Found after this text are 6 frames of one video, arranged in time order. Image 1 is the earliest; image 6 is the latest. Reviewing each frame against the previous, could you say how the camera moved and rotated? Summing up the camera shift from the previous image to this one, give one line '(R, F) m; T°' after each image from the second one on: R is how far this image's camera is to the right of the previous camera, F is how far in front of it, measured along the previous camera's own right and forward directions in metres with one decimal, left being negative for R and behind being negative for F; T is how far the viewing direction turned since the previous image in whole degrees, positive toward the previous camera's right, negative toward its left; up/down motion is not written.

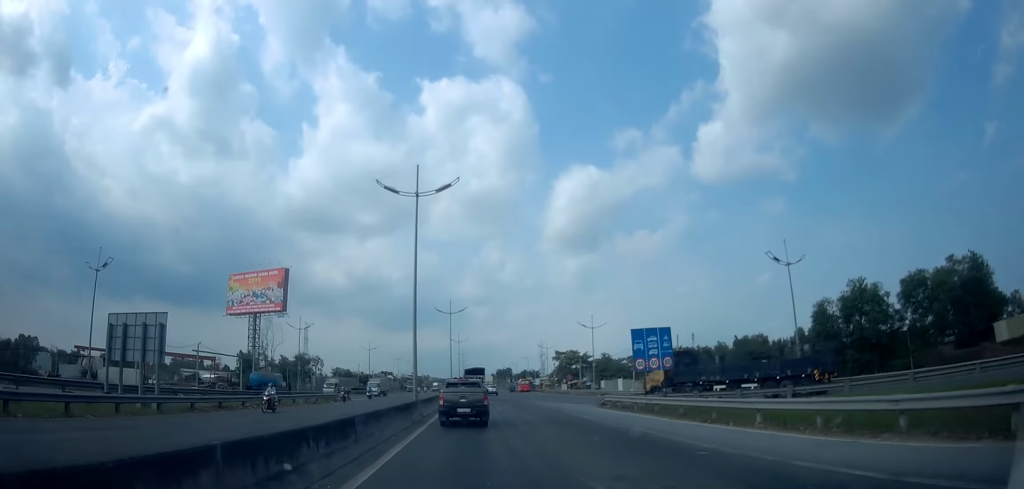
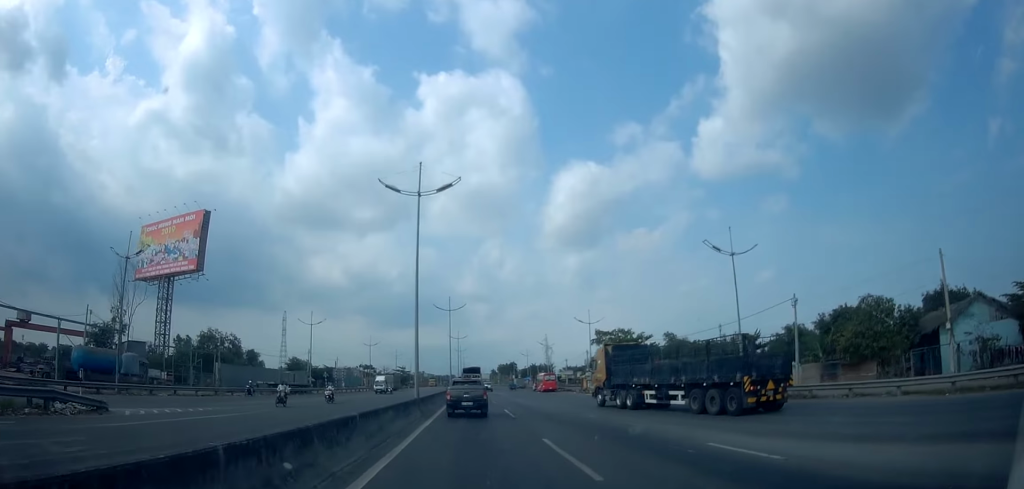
(+1.6, +40.2) m; +1°
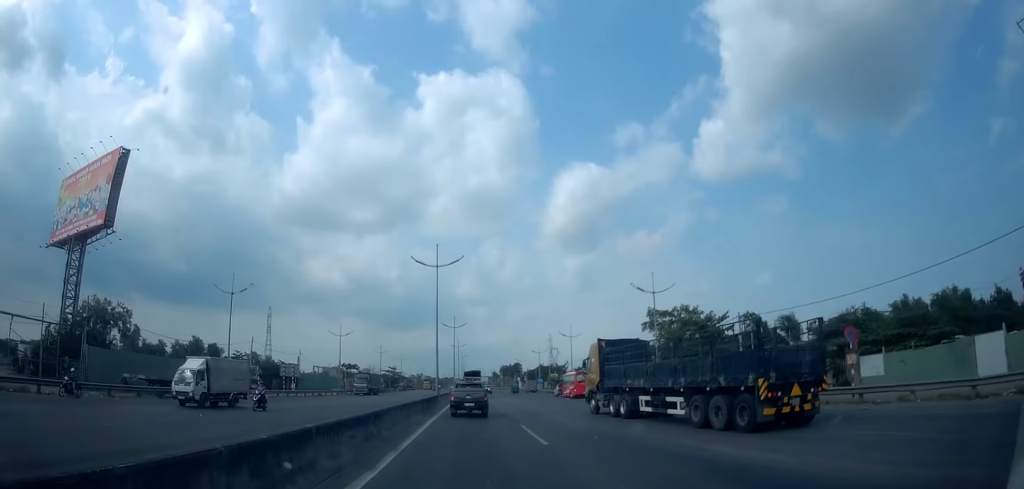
(-0.3, +24.7) m; +2°
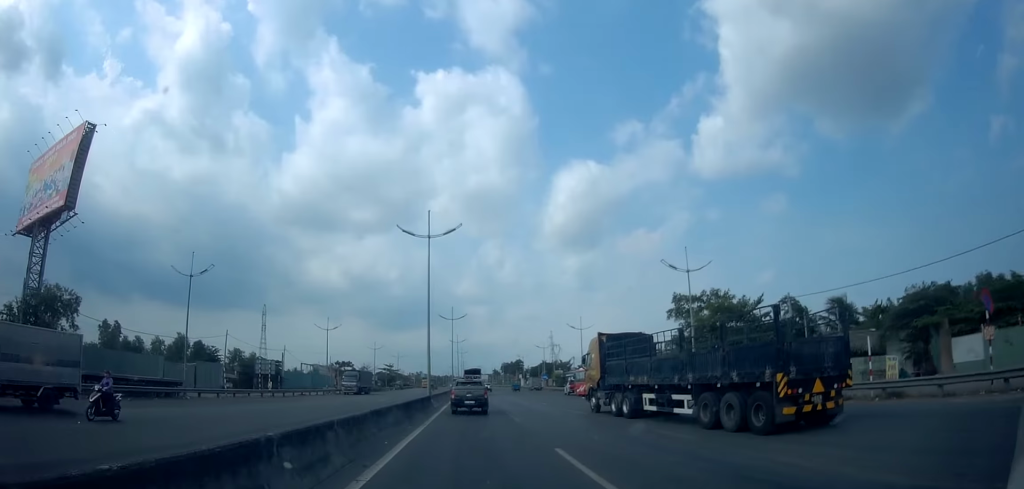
(+0.2, +8.0) m; 0°
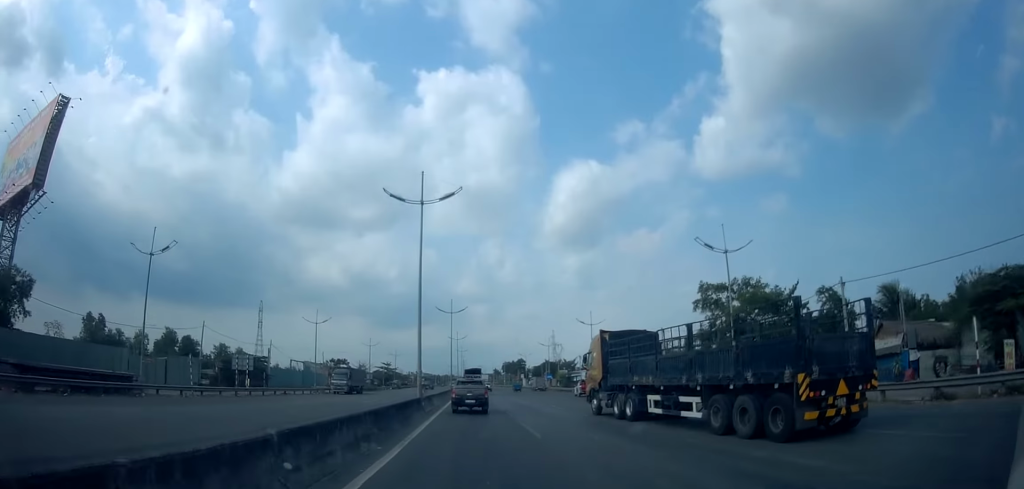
(+0.1, +5.9) m; -2°
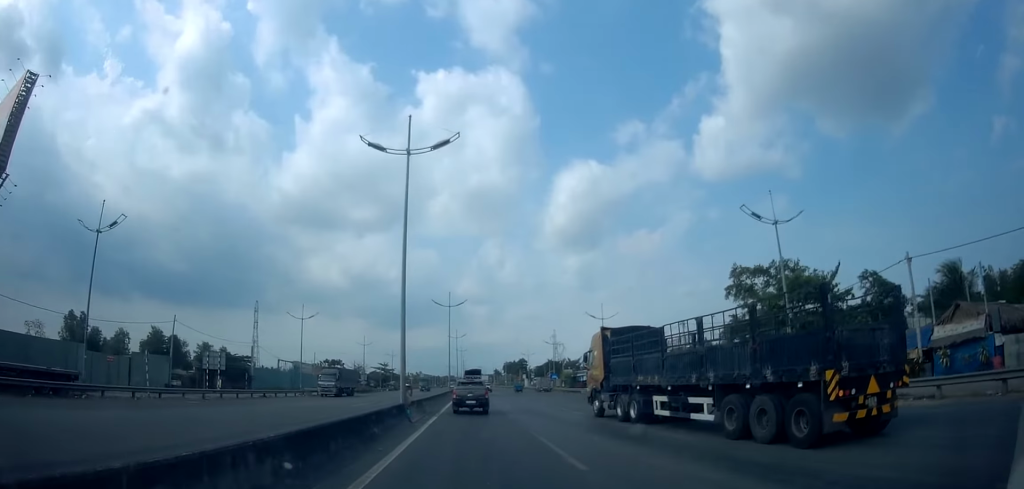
(0.0, +6.2) m; -1°
